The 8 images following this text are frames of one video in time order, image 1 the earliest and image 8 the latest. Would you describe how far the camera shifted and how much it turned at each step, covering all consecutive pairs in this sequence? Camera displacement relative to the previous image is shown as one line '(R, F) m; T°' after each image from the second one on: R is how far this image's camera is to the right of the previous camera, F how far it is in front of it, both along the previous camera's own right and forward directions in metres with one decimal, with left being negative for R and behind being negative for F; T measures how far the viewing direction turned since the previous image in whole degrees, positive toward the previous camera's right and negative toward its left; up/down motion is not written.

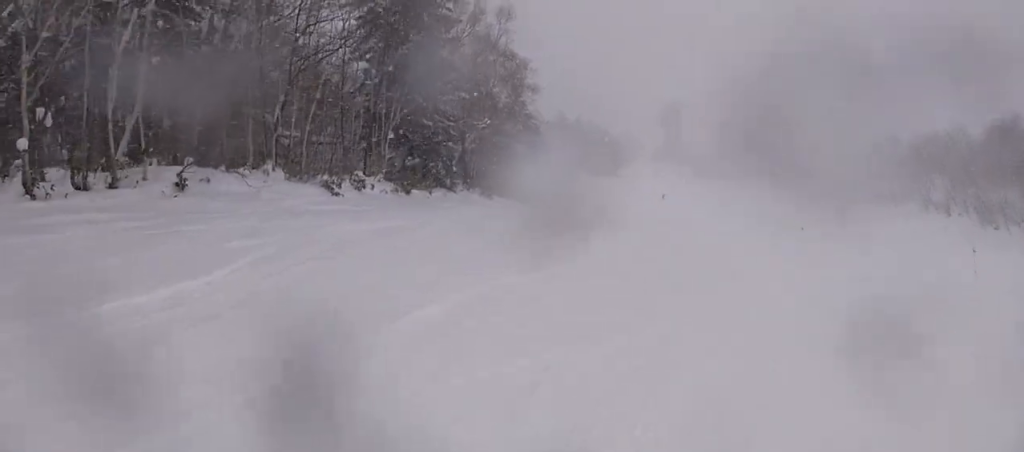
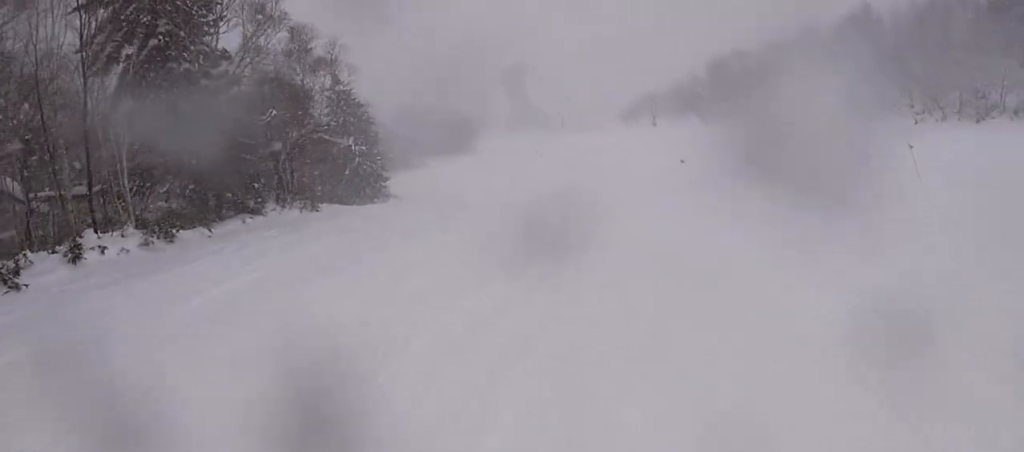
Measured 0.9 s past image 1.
(-0.1, +8.1) m; +12°
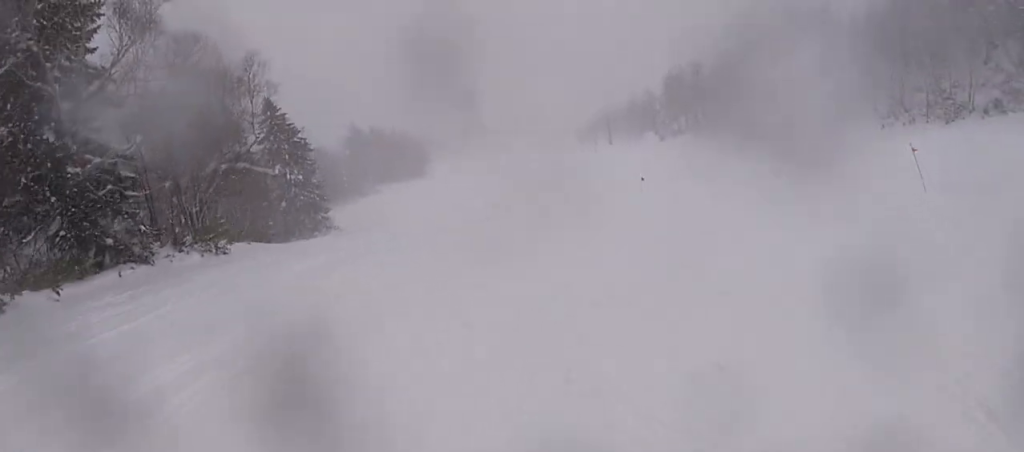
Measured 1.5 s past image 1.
(+1.6, +5.0) m; 0°
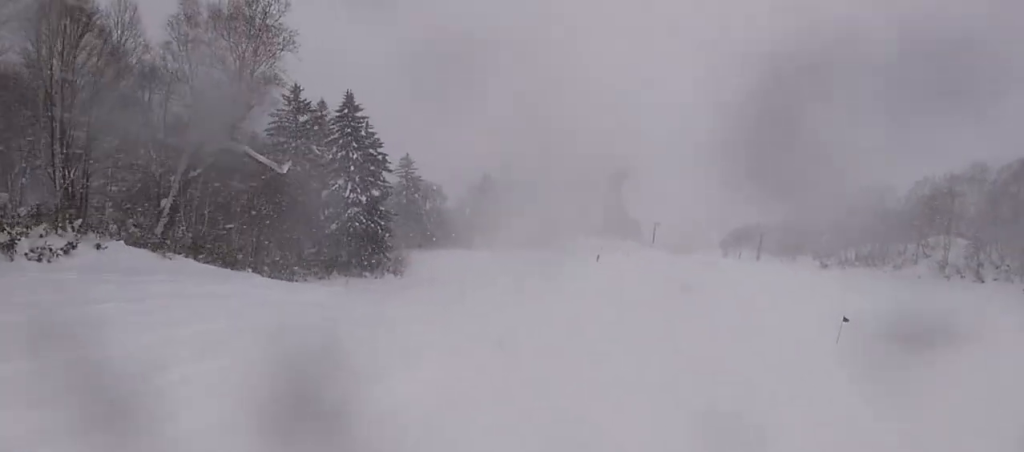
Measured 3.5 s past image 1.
(-3.6, +18.6) m; -13°
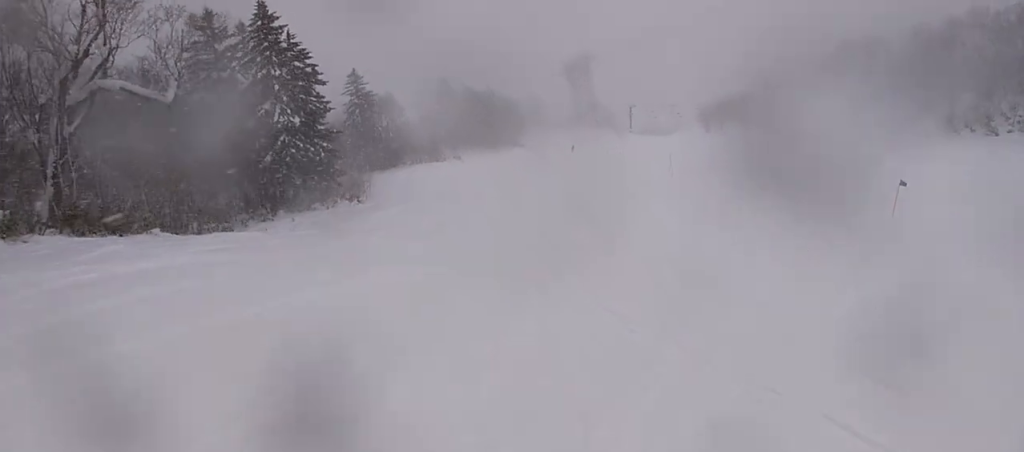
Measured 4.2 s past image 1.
(+0.1, +6.7) m; +1°
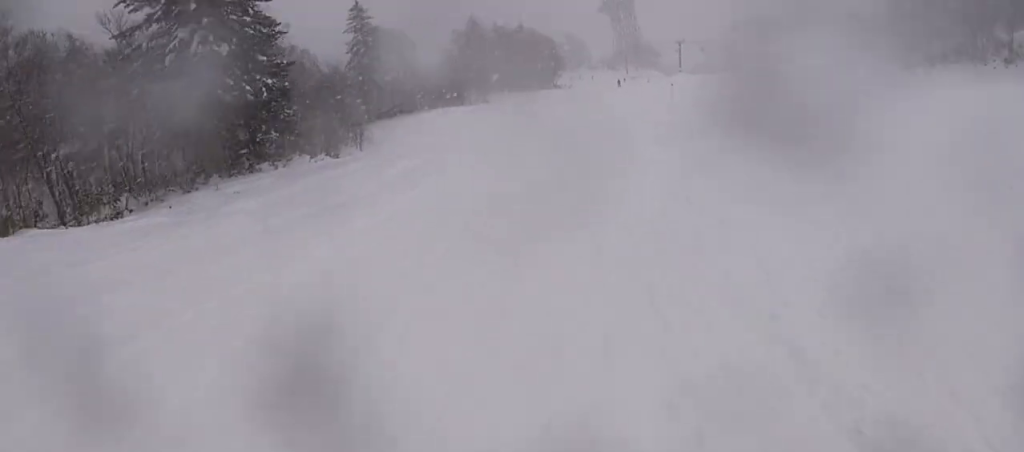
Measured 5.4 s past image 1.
(0.0, +13.3) m; 0°
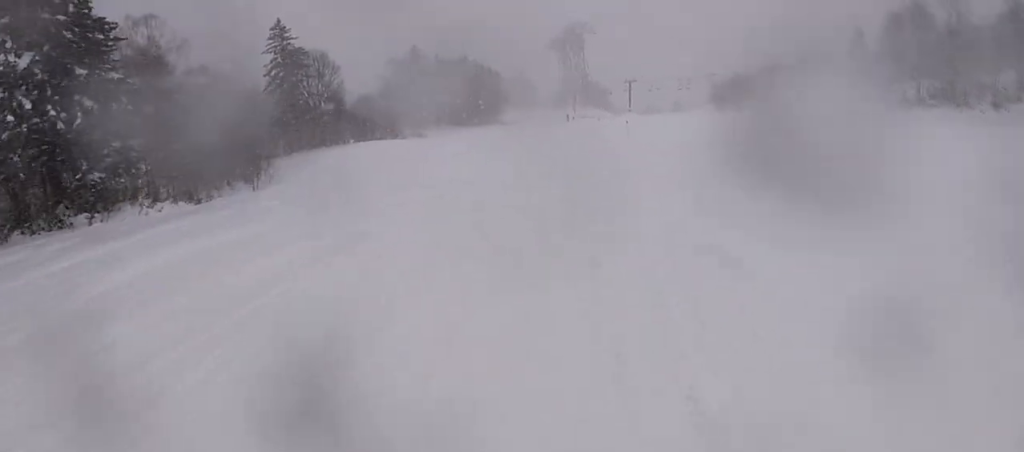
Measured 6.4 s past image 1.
(0.0, +10.2) m; 0°
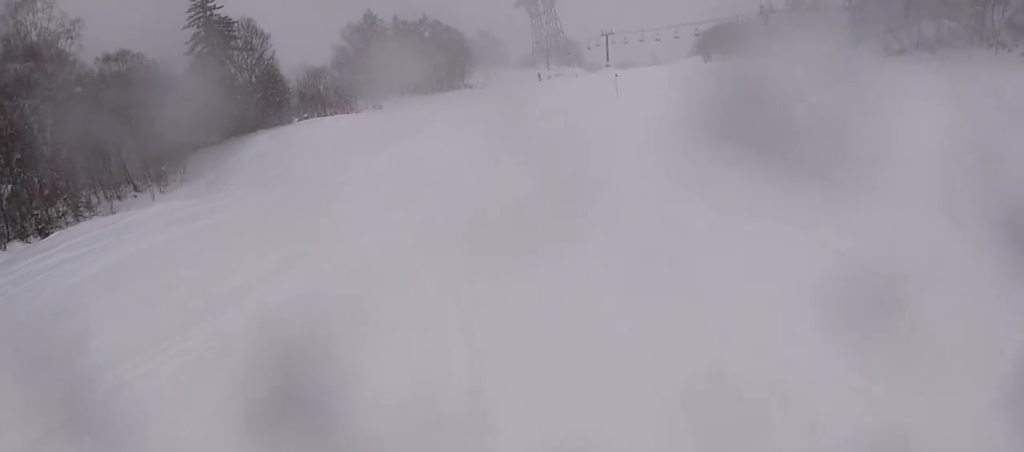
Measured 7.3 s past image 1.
(0.0, +10.0) m; -4°
